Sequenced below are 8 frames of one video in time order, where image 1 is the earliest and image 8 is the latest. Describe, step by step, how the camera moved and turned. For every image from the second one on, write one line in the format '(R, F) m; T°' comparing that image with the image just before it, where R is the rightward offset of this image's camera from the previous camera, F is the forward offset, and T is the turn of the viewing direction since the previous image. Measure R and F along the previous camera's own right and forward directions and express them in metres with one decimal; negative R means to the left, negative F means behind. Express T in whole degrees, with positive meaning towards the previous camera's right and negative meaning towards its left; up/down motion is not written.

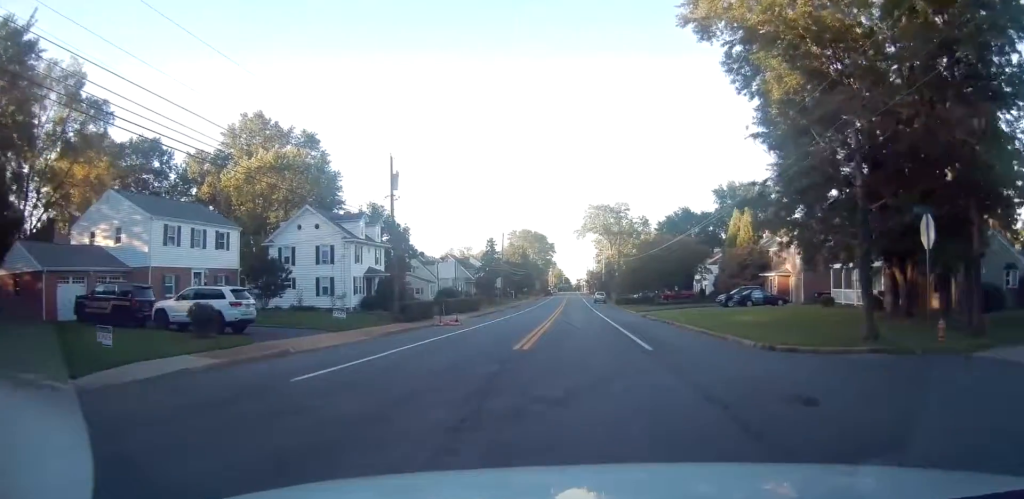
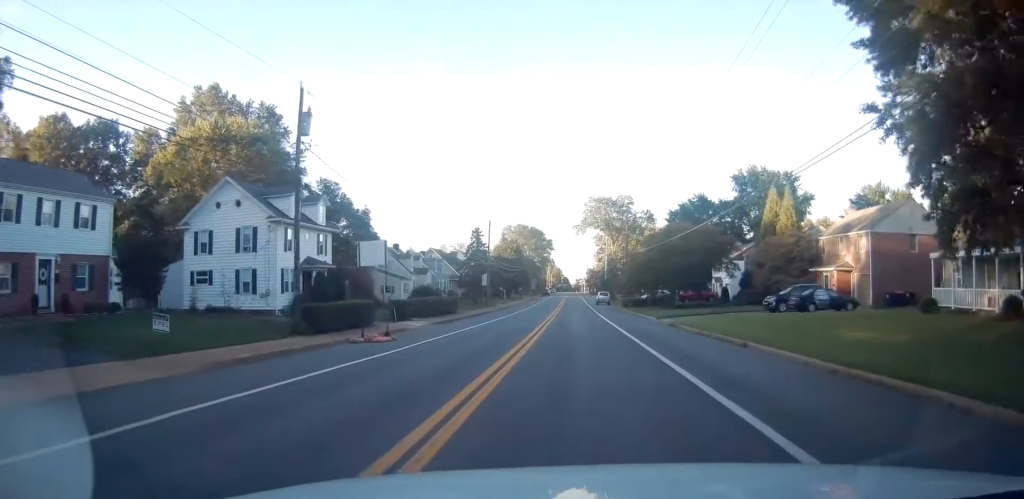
(+0.2, +12.8) m; 0°
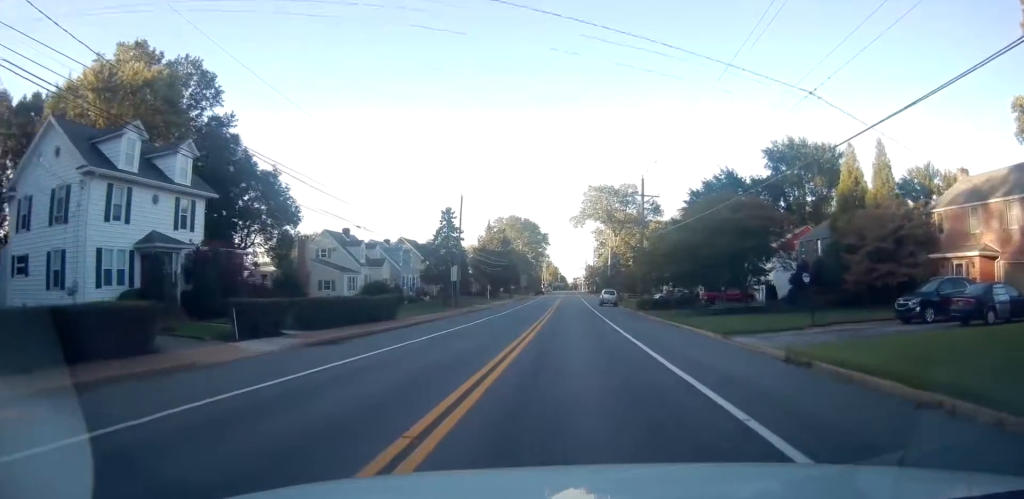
(-0.3, +17.4) m; -1°
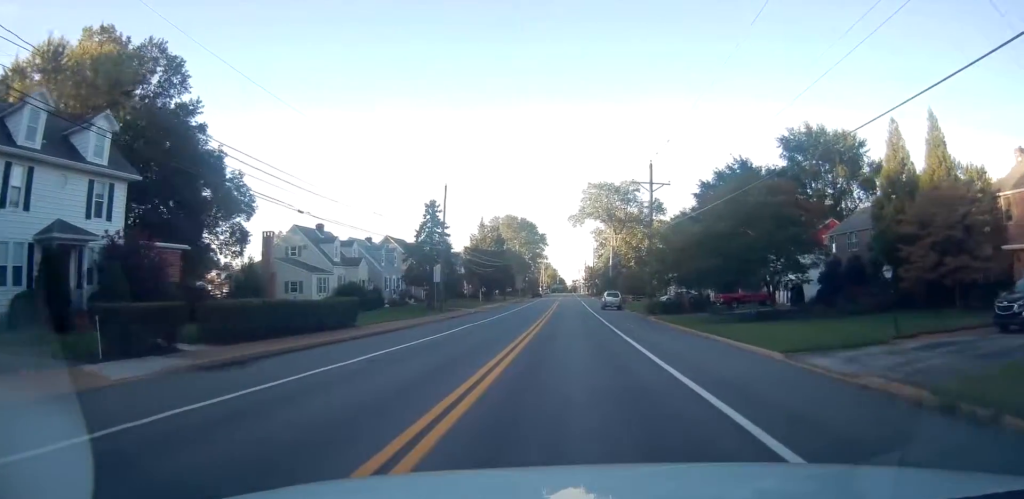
(0.0, +6.4) m; 0°
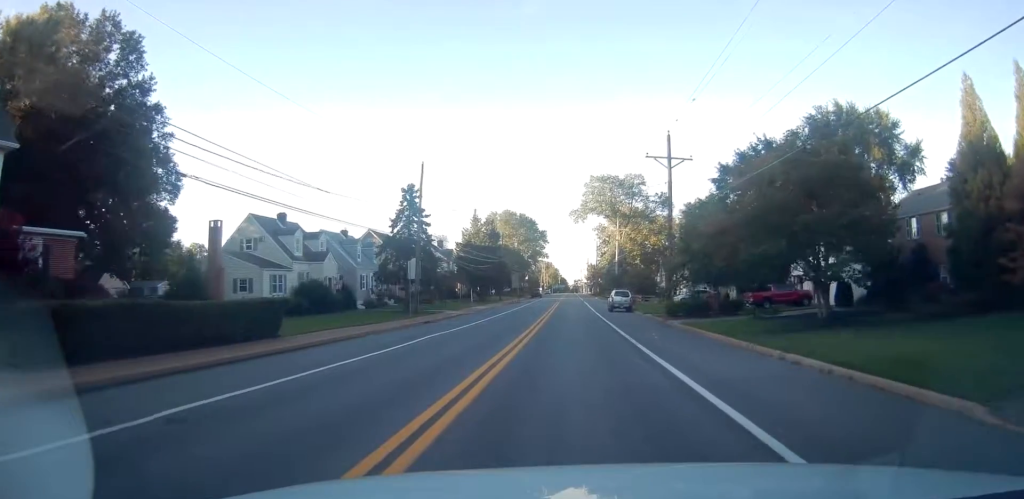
(0.0, +8.4) m; 0°
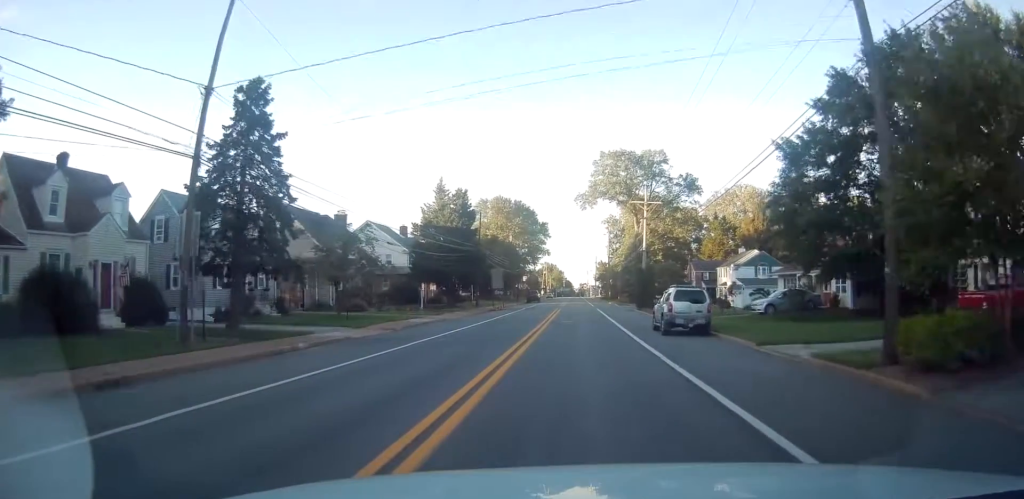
(0.0, +25.4) m; 0°
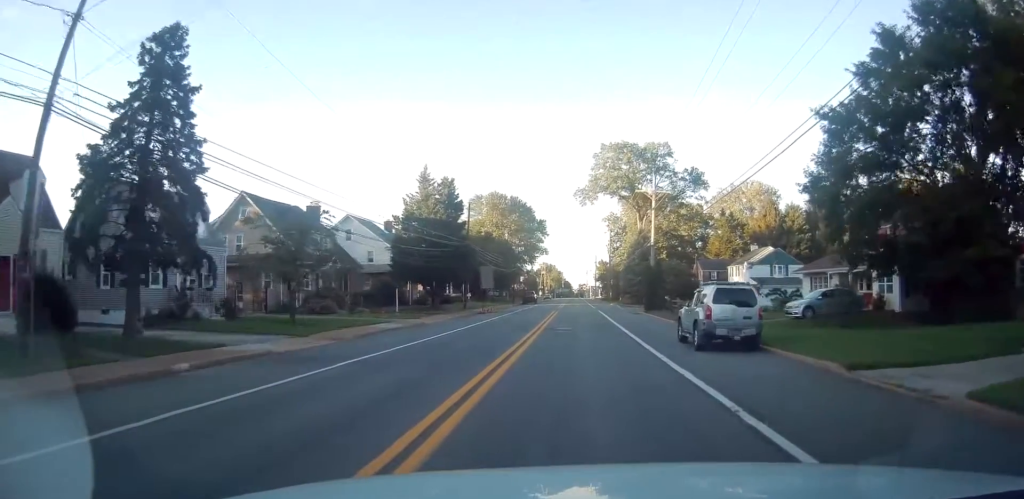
(0.0, +6.6) m; 0°
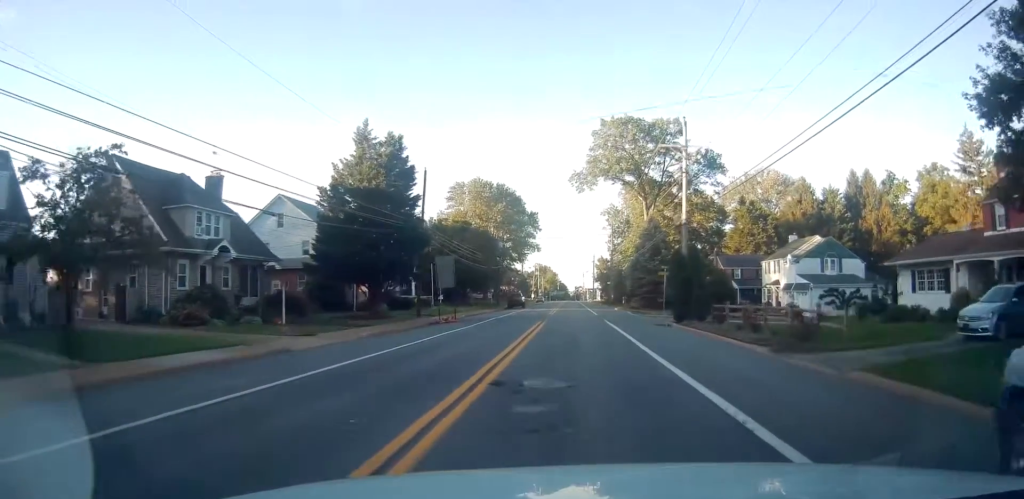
(+0.1, +15.8) m; 0°
